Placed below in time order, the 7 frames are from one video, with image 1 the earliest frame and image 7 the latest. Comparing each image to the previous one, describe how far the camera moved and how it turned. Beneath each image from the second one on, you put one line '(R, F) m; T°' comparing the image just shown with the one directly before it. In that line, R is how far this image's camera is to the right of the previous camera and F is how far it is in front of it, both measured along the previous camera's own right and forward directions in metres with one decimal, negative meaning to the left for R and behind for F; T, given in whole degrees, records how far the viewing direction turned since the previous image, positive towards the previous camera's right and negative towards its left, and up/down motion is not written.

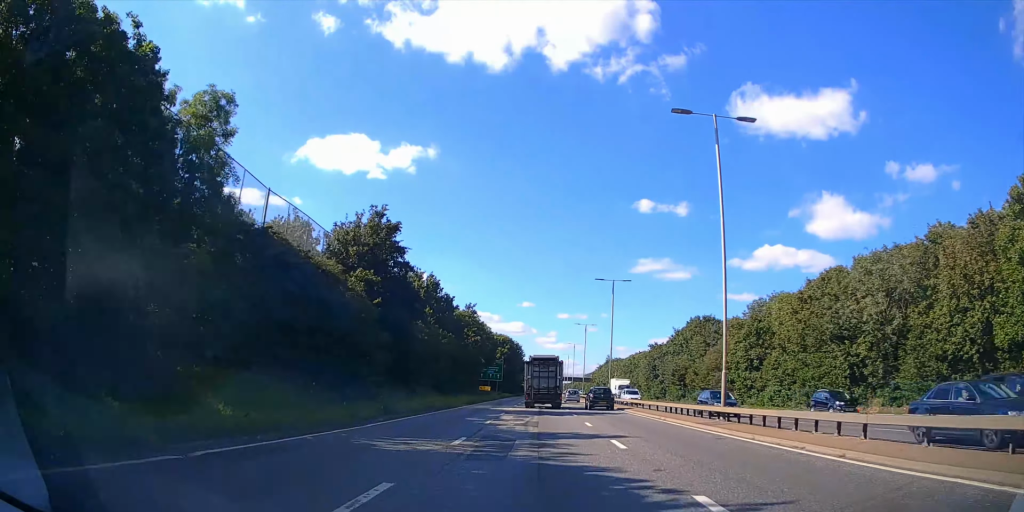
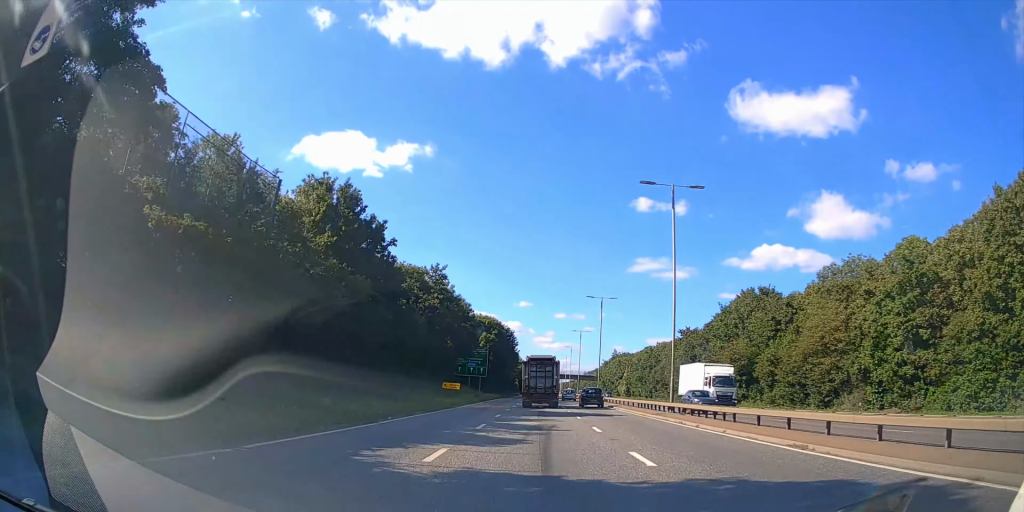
(-0.2, +28.6) m; 0°
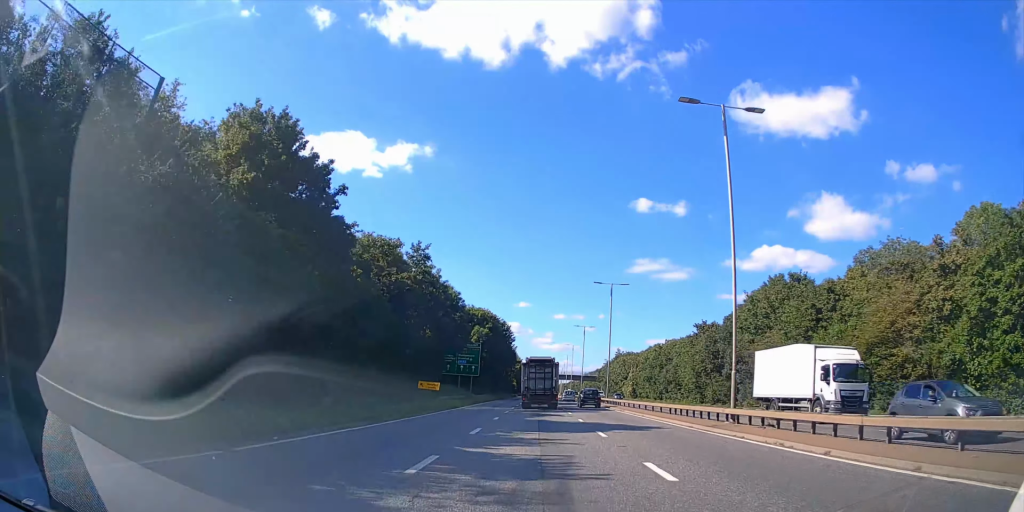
(-0.1, +10.1) m; 0°
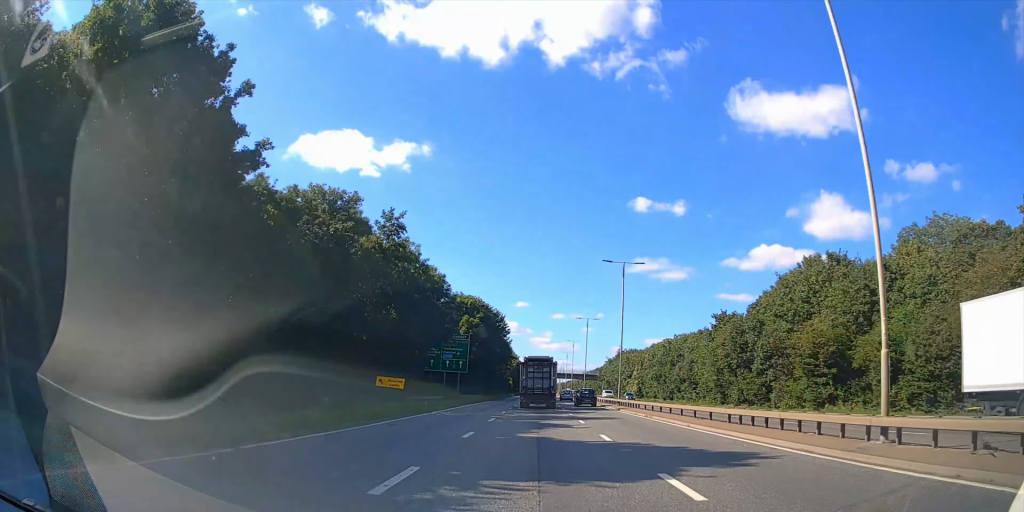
(0.0, +10.1) m; 0°
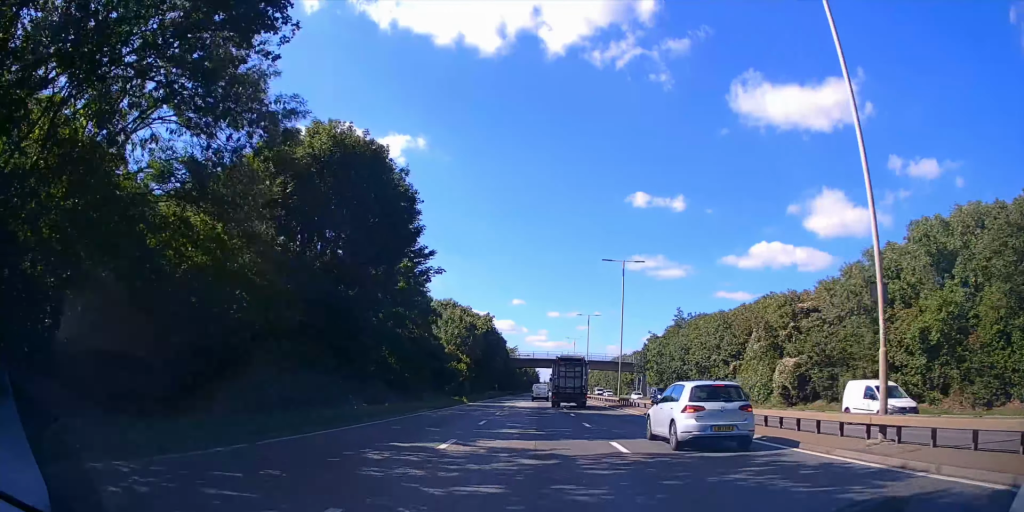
(+0.5, +79.1) m; 0°
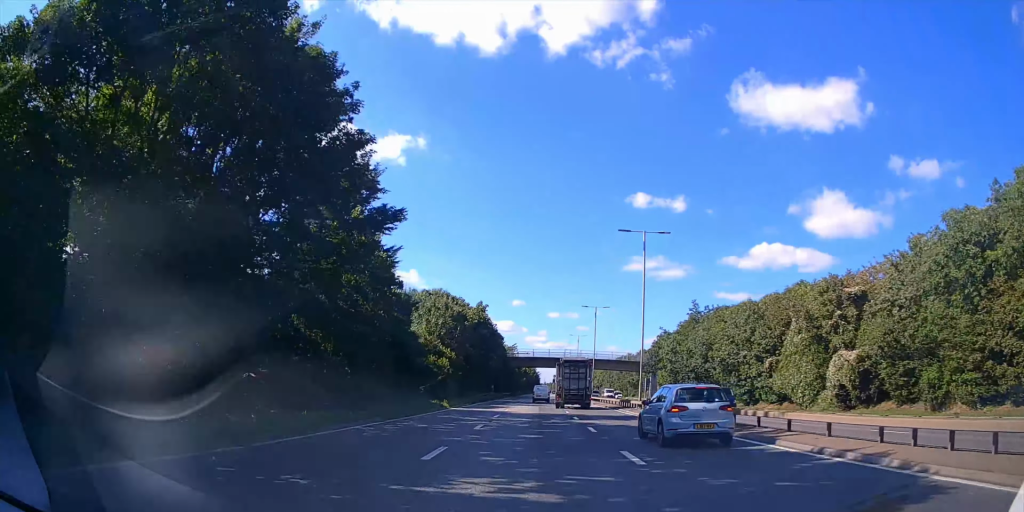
(0.0, +10.1) m; 0°
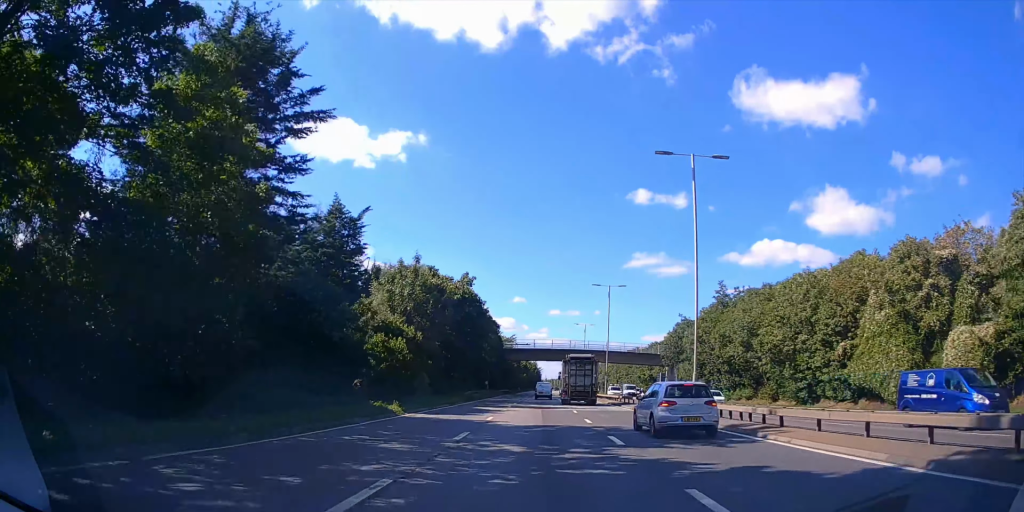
(-0.1, +13.0) m; 0°
